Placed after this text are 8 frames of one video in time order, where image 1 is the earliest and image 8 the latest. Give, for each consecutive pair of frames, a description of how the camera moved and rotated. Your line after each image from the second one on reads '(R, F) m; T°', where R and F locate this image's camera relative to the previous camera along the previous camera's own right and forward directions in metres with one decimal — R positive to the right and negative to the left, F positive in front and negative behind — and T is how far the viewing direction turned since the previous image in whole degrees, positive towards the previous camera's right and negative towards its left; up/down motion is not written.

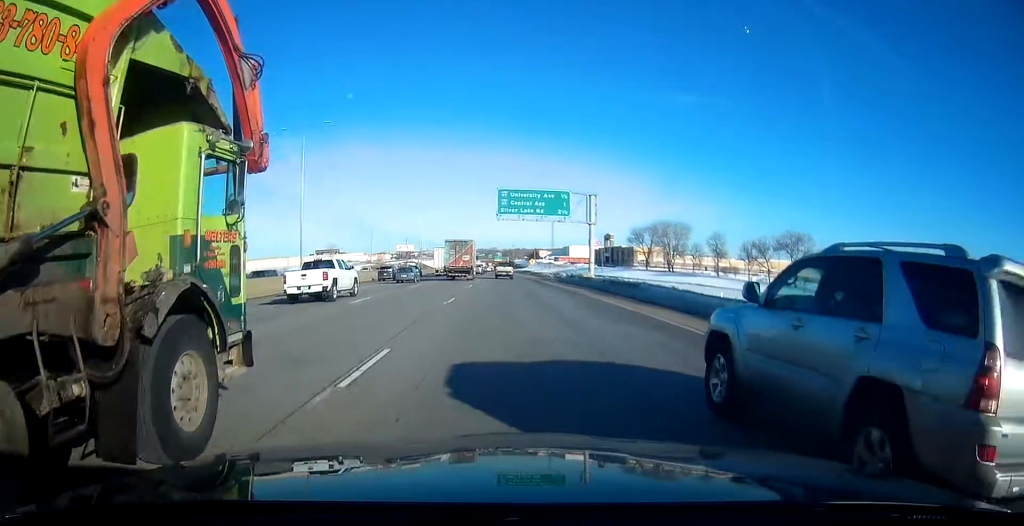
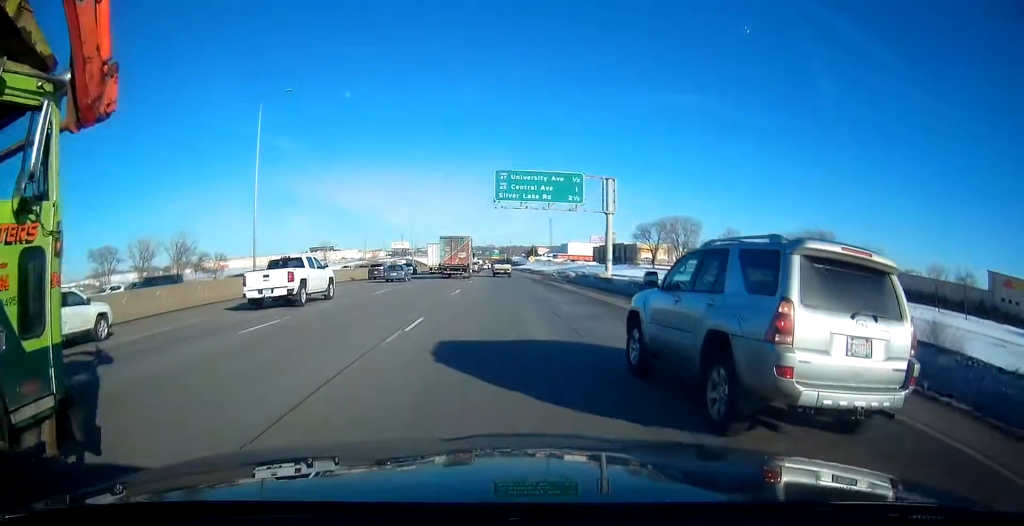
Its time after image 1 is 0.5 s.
(+0.1, +10.1) m; 0°
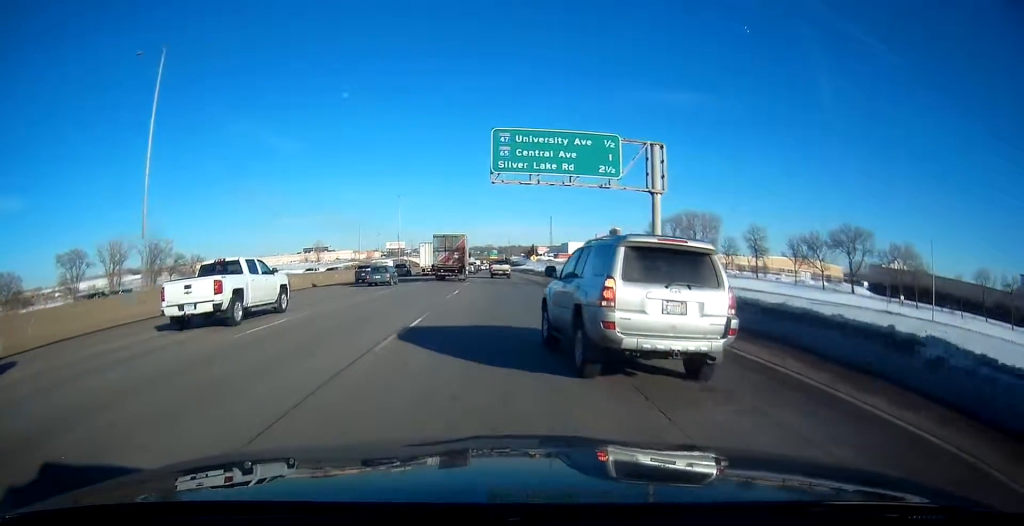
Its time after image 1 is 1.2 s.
(-0.4, +14.7) m; 0°
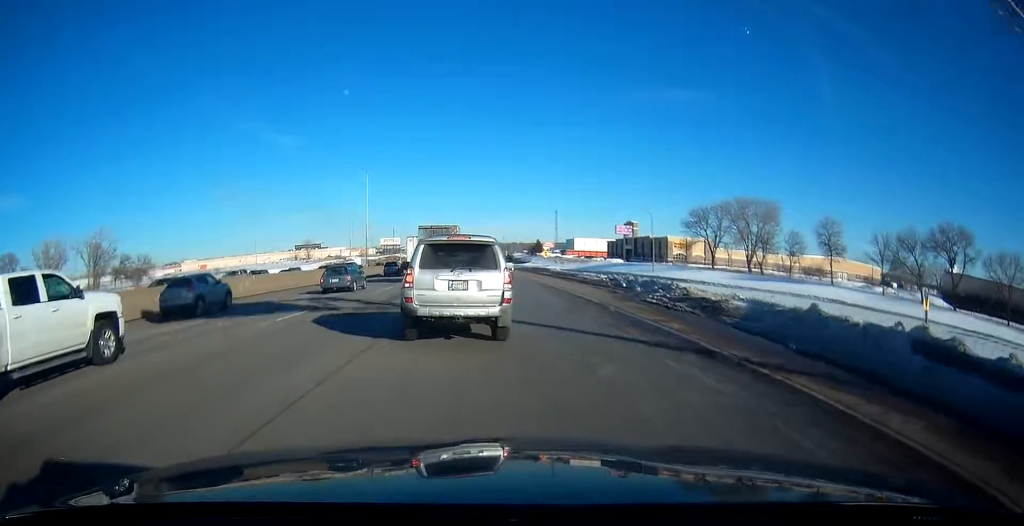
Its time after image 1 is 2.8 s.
(+0.2, +29.5) m; -1°
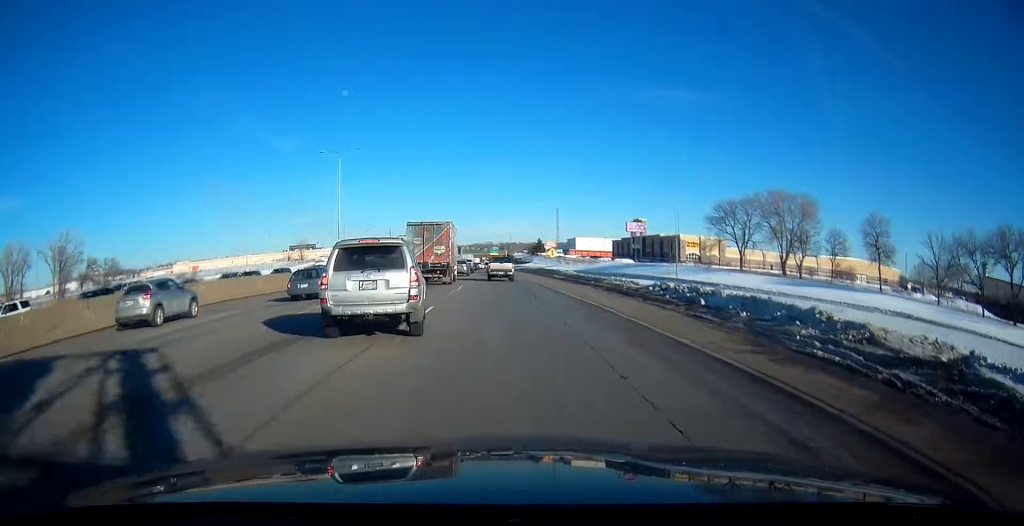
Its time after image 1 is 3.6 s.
(-0.2, +14.7) m; 0°
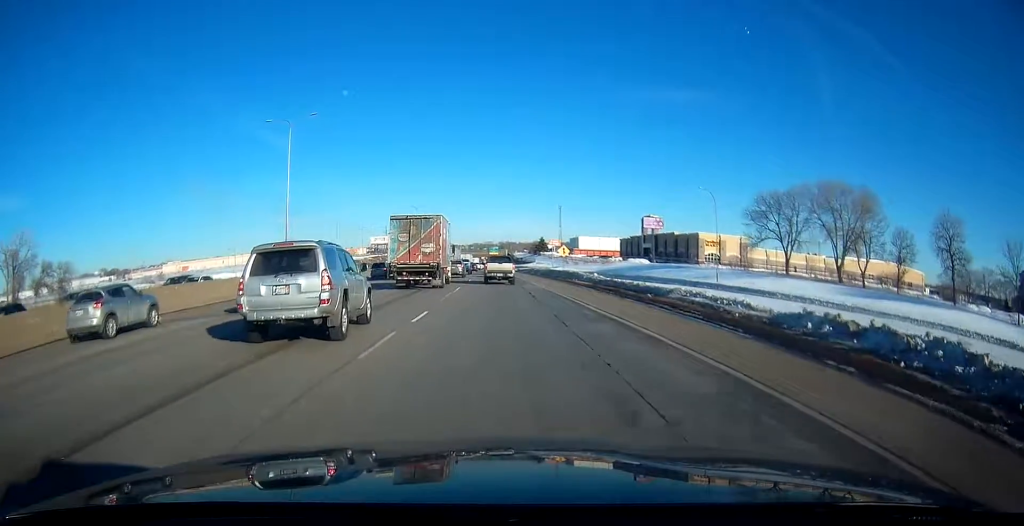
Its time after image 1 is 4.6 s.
(+0.2, +17.8) m; +2°
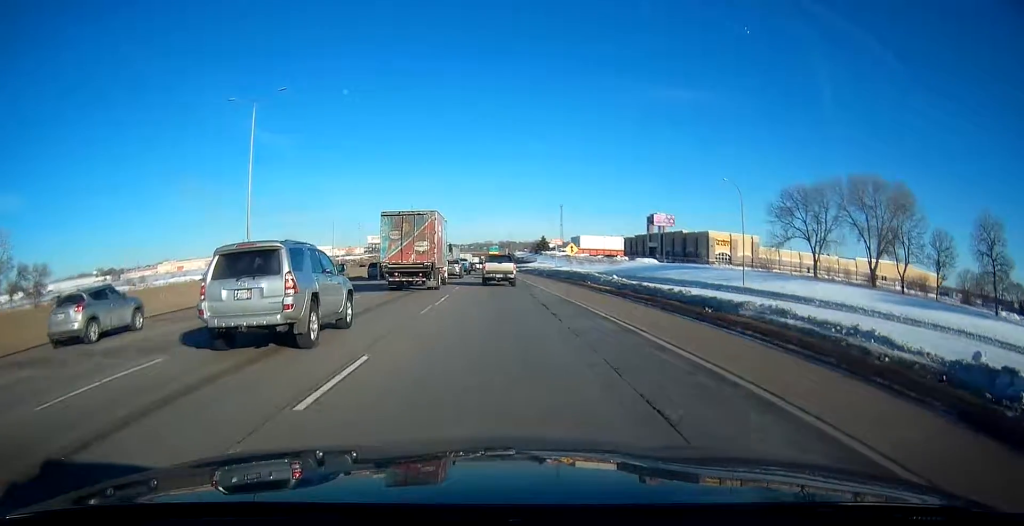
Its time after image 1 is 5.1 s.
(+0.3, +8.7) m; 0°
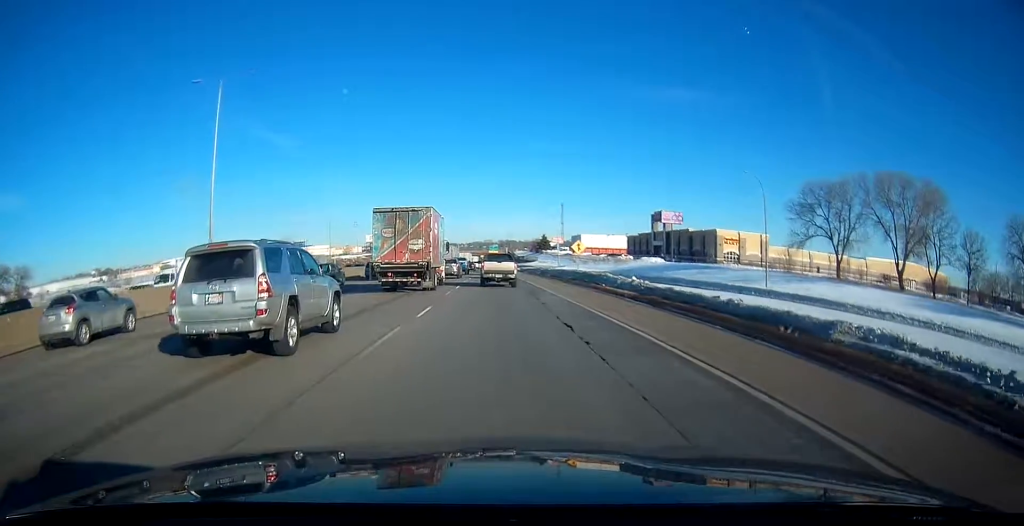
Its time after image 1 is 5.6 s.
(0.0, +6.2) m; 0°
